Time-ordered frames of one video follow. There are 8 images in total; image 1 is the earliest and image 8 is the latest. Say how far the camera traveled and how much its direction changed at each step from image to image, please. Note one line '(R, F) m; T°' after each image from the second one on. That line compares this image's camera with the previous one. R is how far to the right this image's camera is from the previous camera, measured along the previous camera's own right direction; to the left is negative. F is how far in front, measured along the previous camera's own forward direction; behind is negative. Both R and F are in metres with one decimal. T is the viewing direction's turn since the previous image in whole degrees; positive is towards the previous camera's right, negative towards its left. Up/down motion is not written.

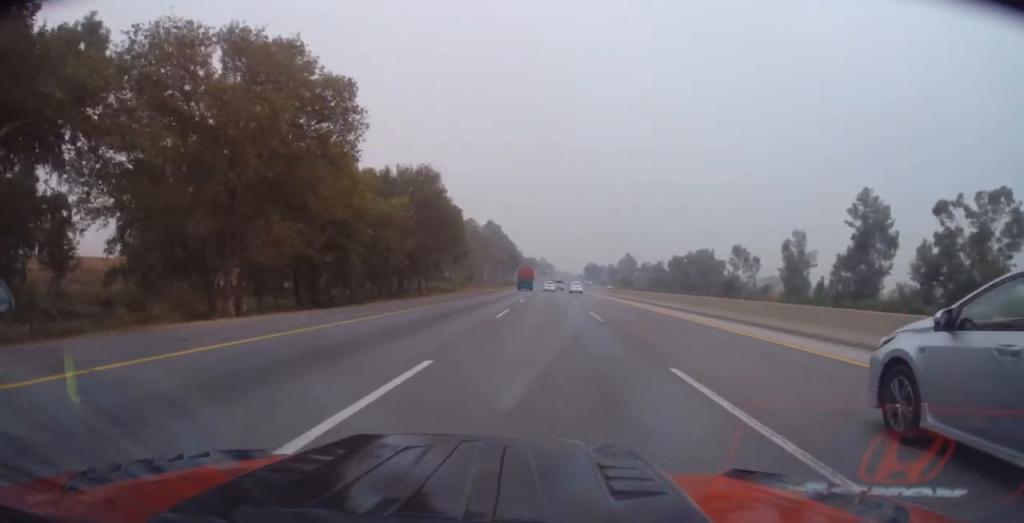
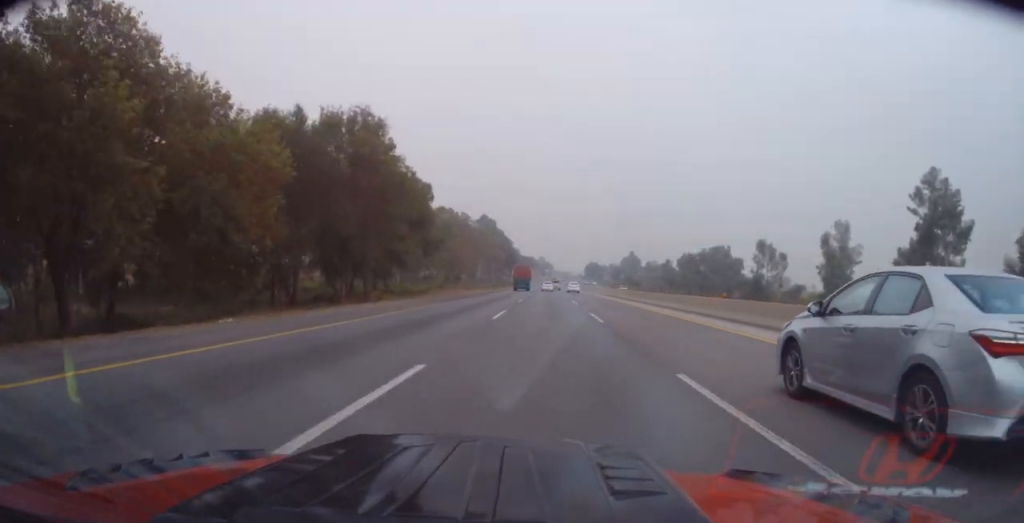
(+0.1, +18.3) m; 0°
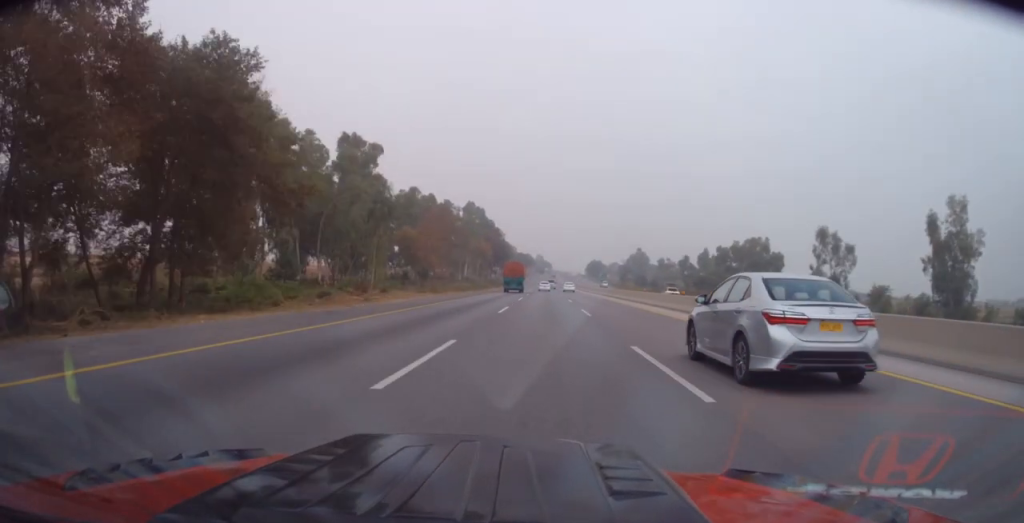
(+0.1, +31.5) m; 0°
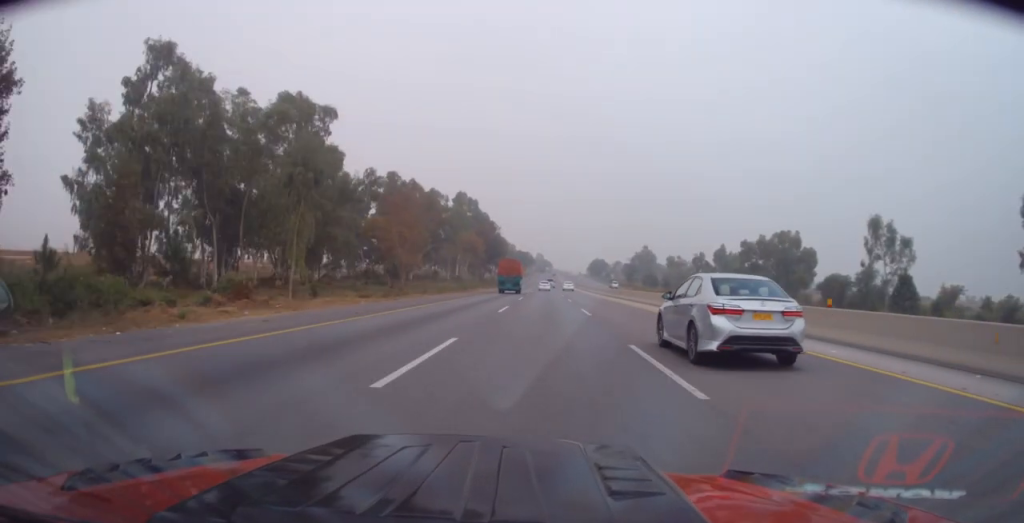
(-0.1, +17.7) m; 0°
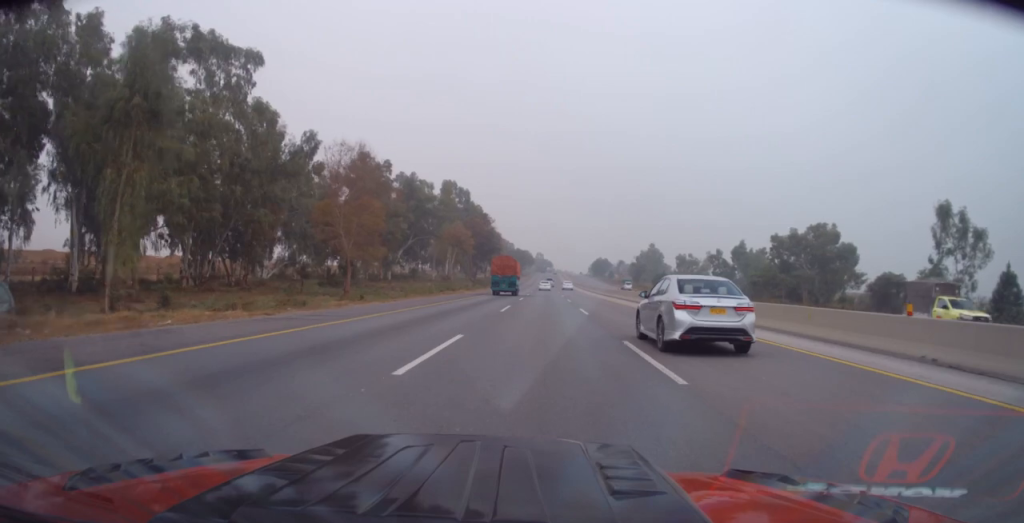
(0.0, +17.0) m; 0°
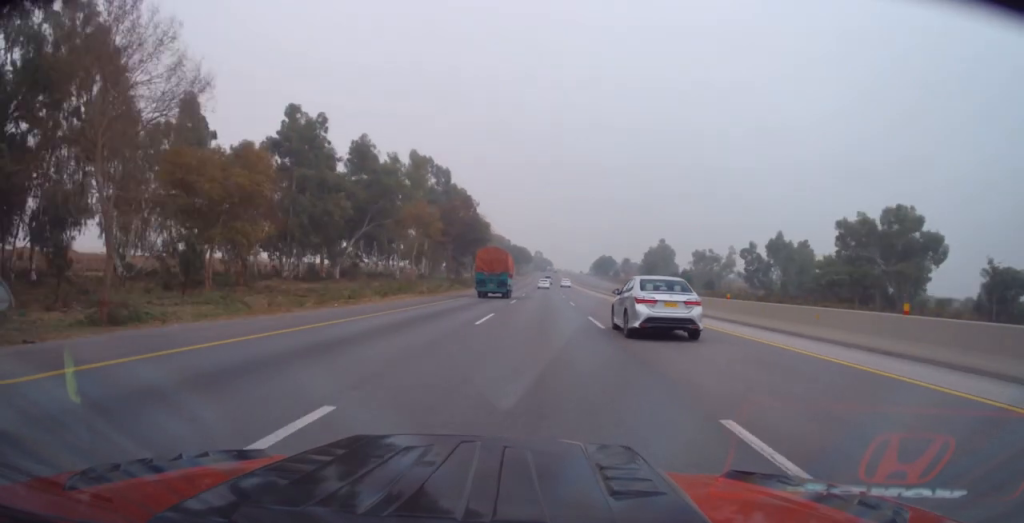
(0.0, +26.2) m; +1°
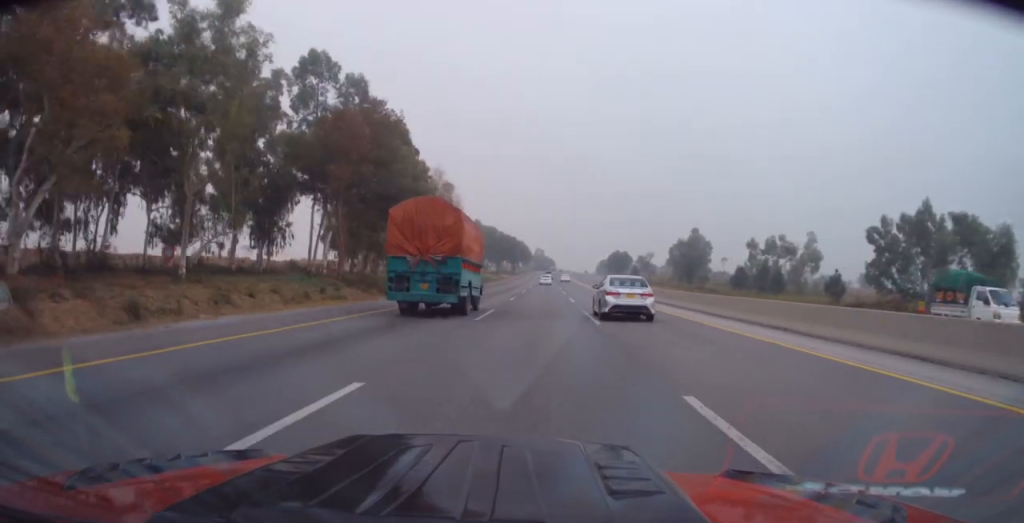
(+0.3, +53.1) m; -1°
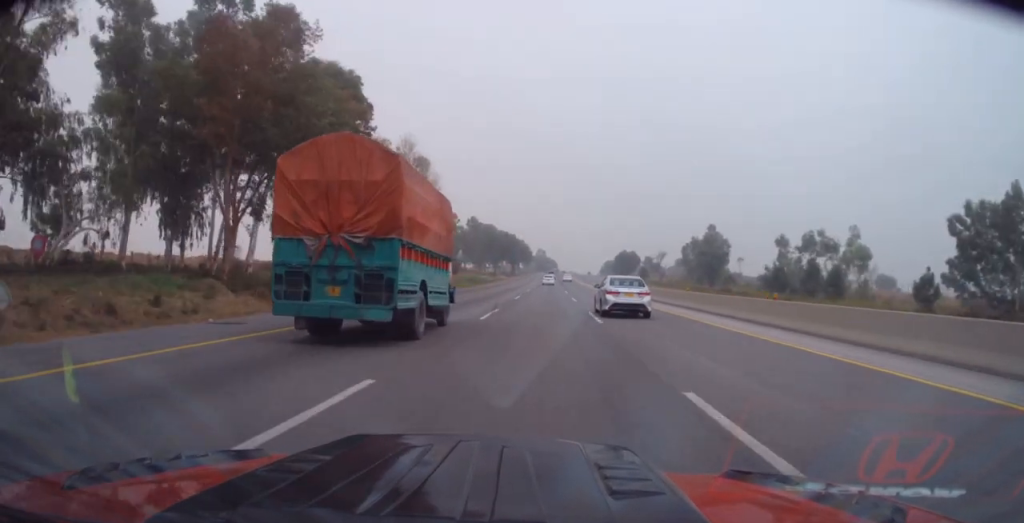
(-0.2, +17.5) m; 0°
